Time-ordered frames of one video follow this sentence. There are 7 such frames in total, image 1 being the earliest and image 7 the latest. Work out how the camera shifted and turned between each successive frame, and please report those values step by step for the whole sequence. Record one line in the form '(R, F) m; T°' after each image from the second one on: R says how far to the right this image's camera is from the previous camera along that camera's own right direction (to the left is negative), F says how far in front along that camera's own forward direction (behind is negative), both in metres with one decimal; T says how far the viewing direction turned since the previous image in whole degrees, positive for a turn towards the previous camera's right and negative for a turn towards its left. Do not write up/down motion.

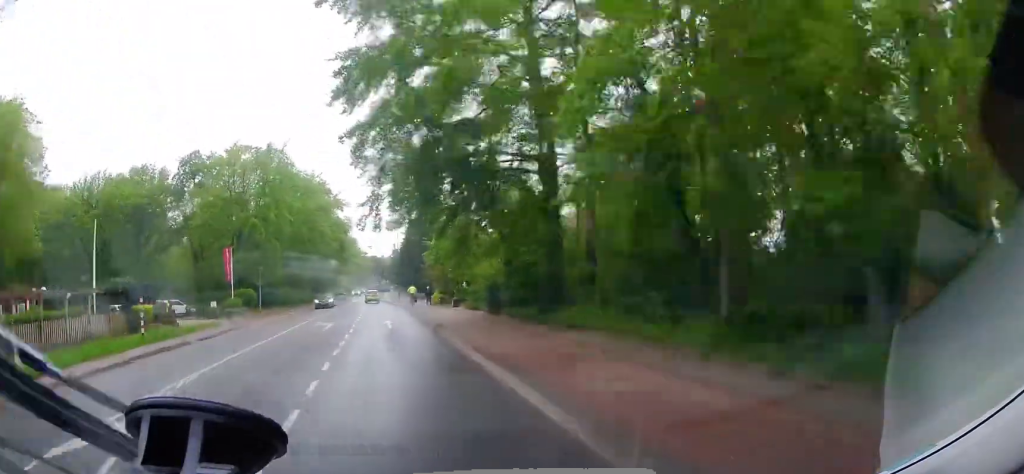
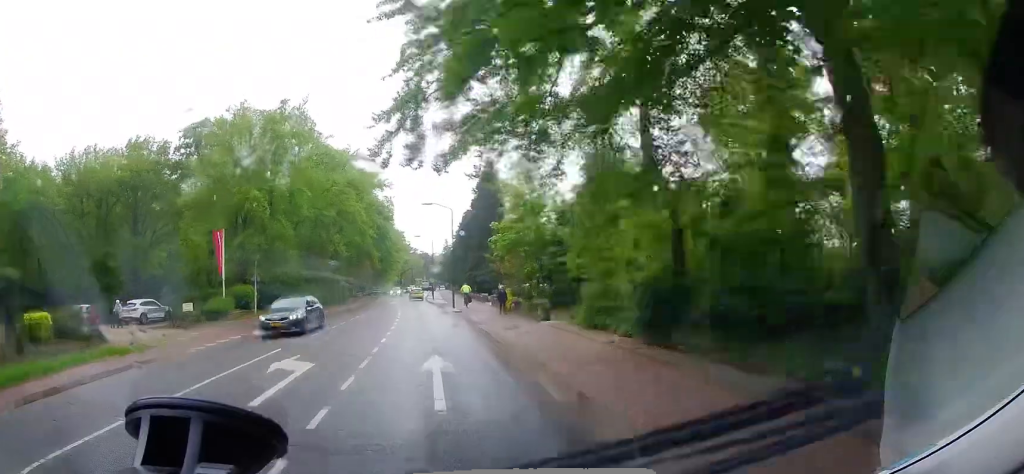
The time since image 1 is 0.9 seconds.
(-0.2, +13.9) m; -5°
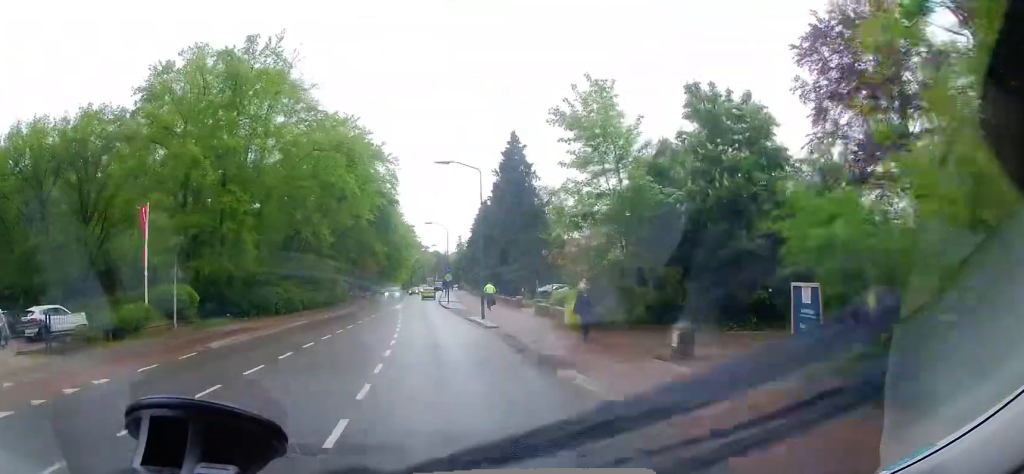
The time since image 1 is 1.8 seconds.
(-0.8, +11.9) m; -8°
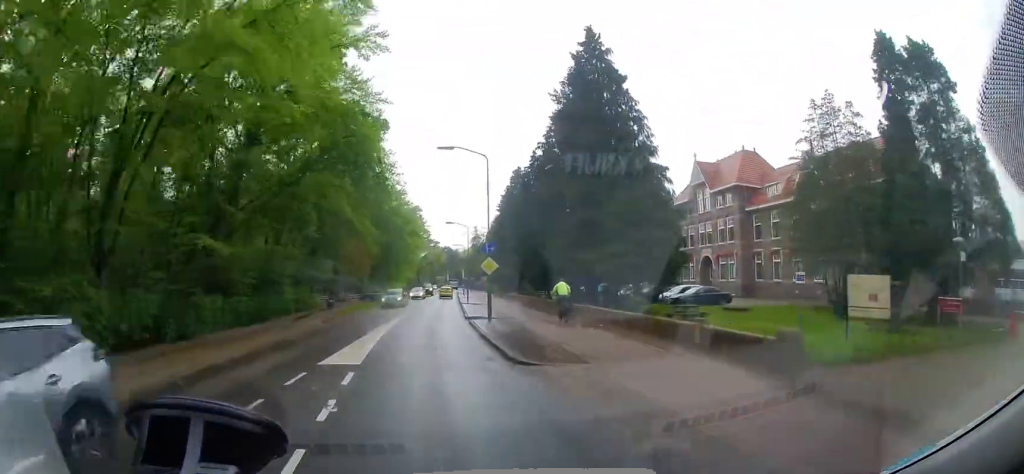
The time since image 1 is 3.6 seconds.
(-2.8, +24.7) m; -8°
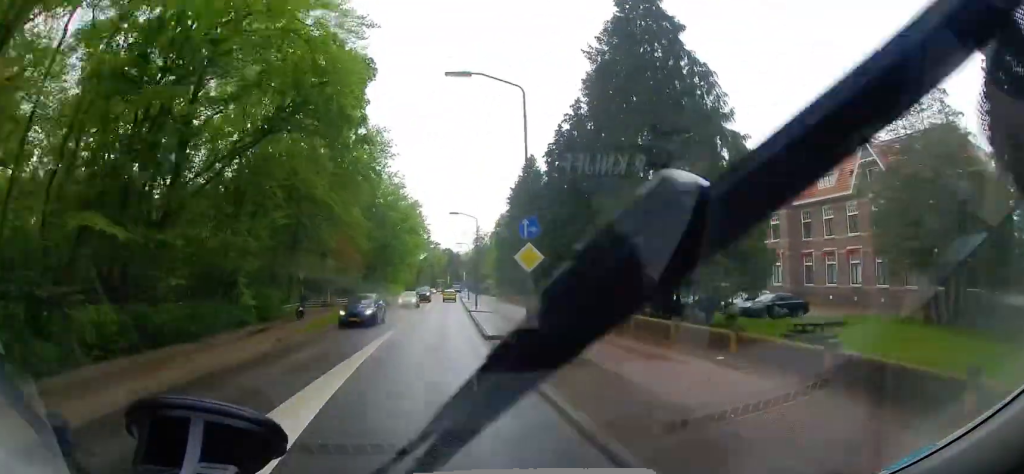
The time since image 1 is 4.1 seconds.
(+0.3, +7.7) m; 0°
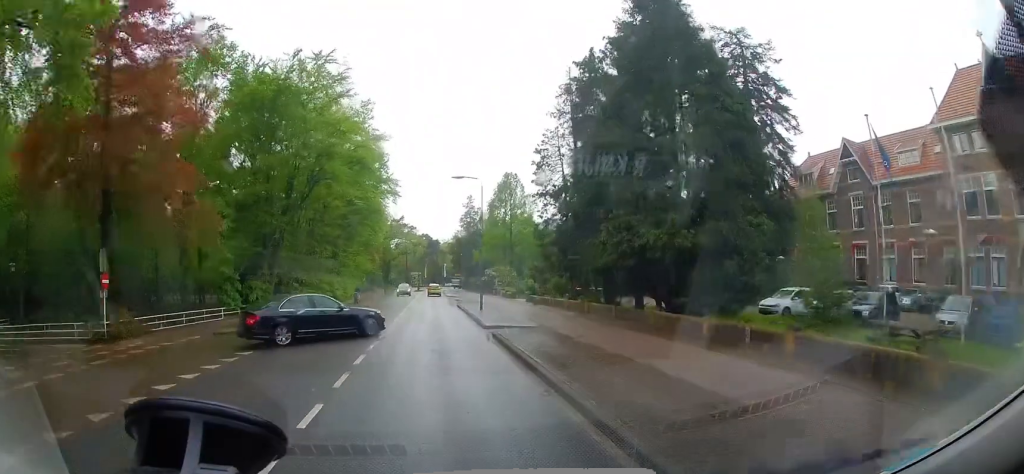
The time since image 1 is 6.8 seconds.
(-0.9, +36.0) m; -1°
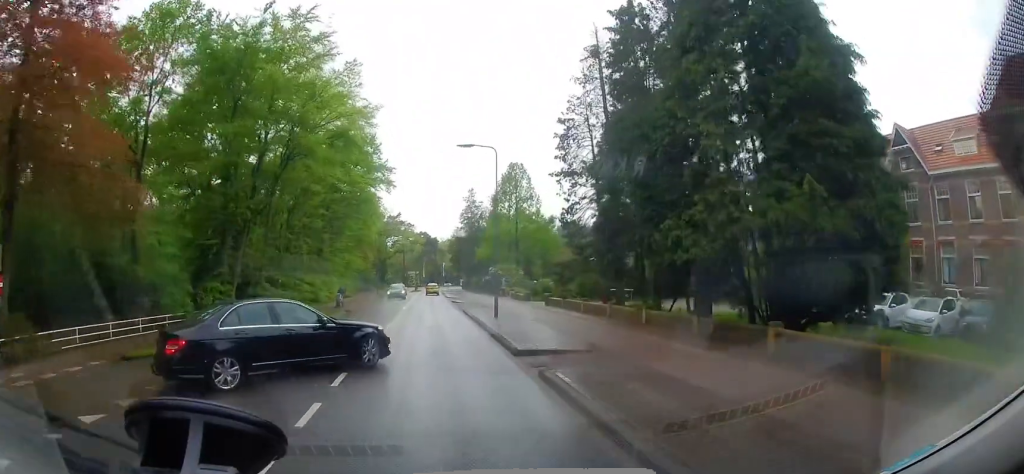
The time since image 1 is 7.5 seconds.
(0.0, +7.3) m; 0°
